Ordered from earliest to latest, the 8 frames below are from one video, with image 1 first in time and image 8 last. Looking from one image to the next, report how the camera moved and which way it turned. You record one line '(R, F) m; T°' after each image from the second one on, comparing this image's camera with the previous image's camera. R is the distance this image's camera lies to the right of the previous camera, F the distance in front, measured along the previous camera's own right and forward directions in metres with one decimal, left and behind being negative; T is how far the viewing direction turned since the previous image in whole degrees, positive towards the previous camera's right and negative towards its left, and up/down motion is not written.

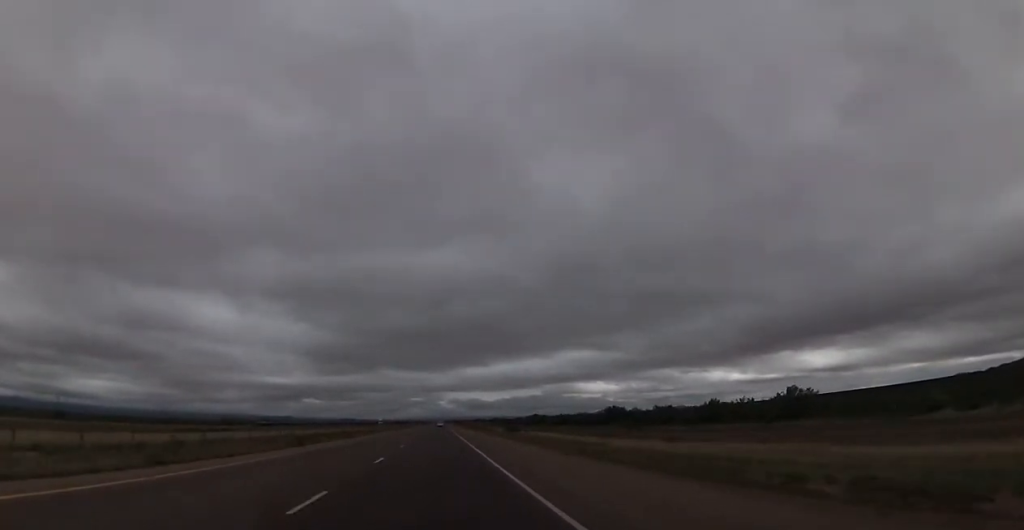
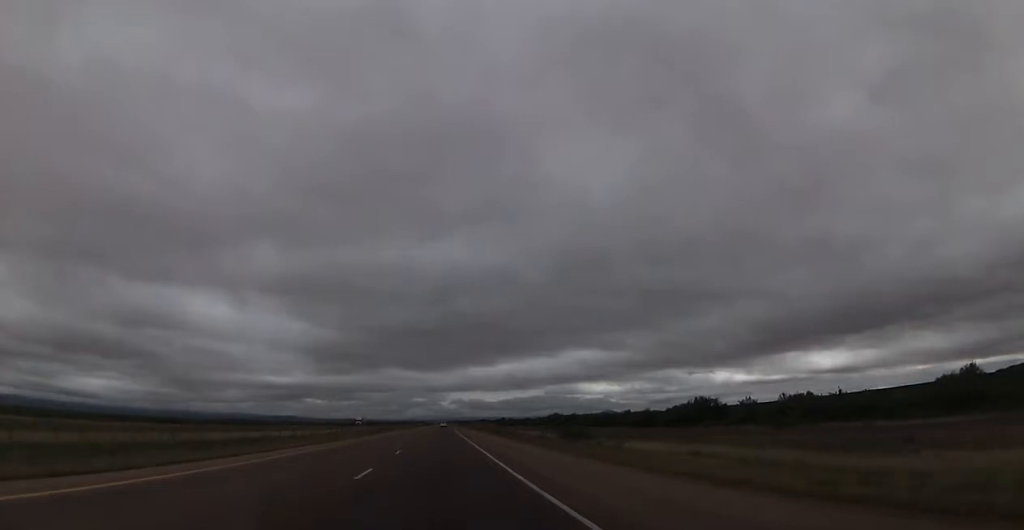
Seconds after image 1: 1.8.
(0.0, +67.0) m; 0°
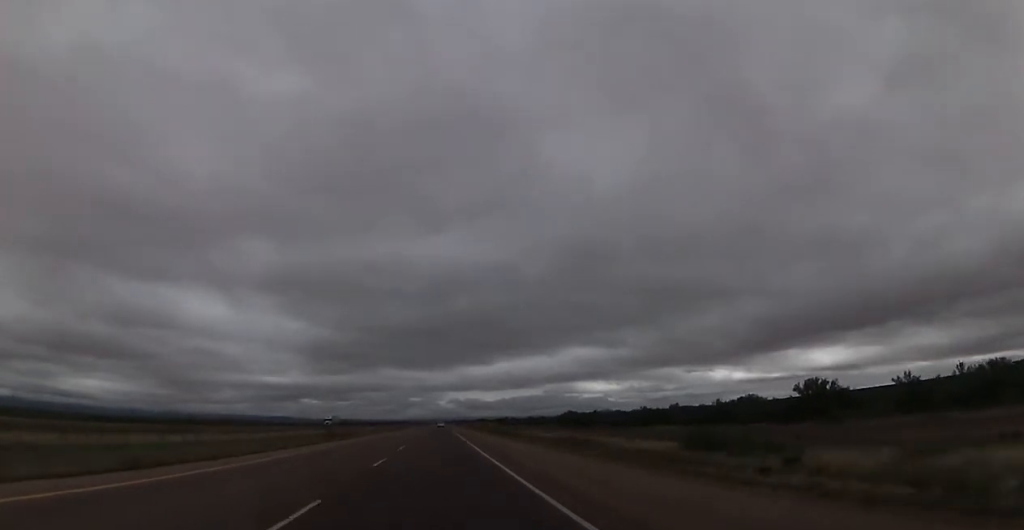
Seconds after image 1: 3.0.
(0.0, +43.8) m; 0°
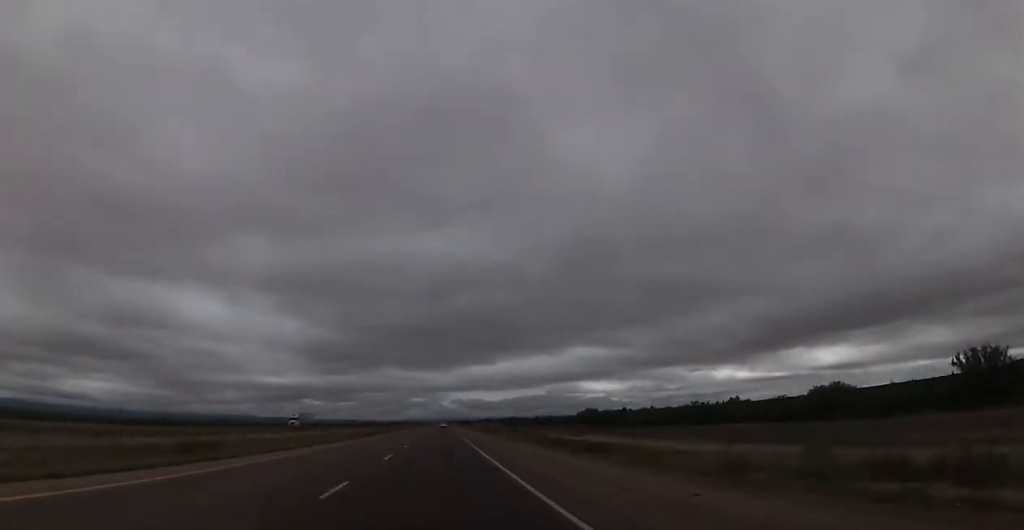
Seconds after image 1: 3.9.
(0.0, +32.8) m; -1°
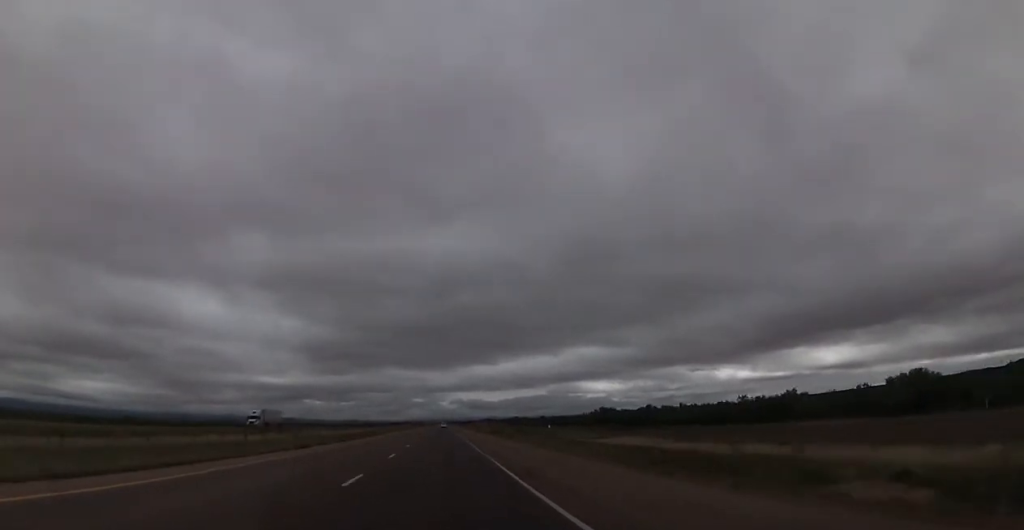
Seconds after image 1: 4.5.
(-0.3, +21.9) m; 0°
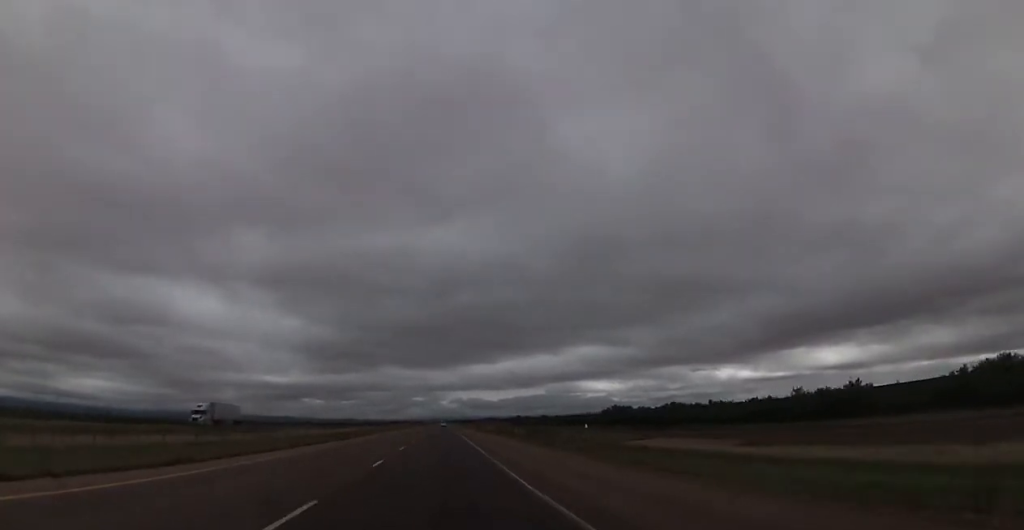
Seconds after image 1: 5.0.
(0.0, +18.2) m; 0°
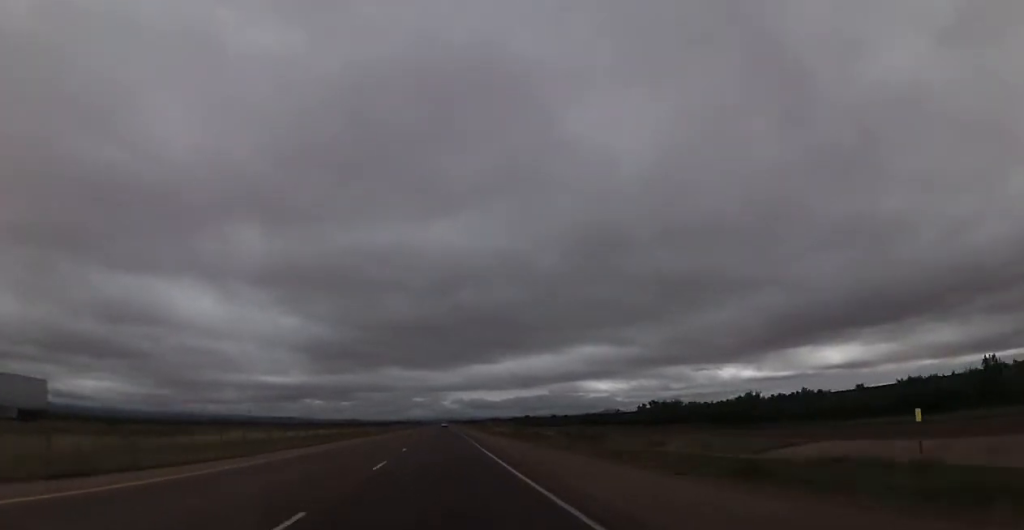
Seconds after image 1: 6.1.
(+0.4, +37.7) m; +1°
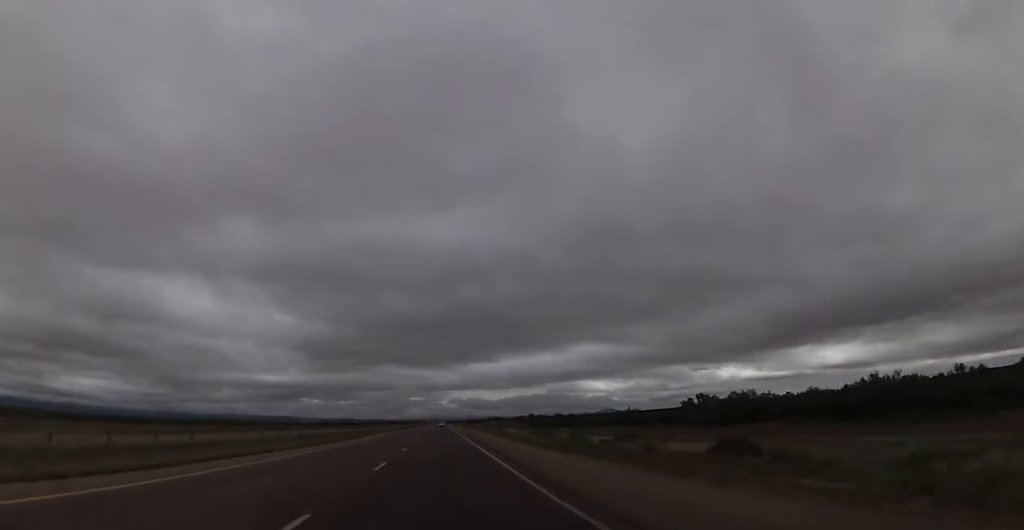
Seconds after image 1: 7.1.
(0.0, +36.5) m; 0°
